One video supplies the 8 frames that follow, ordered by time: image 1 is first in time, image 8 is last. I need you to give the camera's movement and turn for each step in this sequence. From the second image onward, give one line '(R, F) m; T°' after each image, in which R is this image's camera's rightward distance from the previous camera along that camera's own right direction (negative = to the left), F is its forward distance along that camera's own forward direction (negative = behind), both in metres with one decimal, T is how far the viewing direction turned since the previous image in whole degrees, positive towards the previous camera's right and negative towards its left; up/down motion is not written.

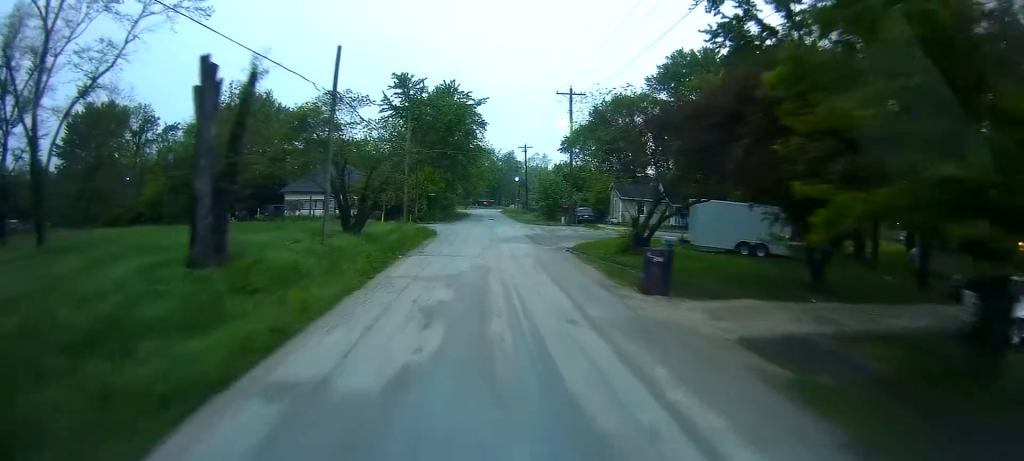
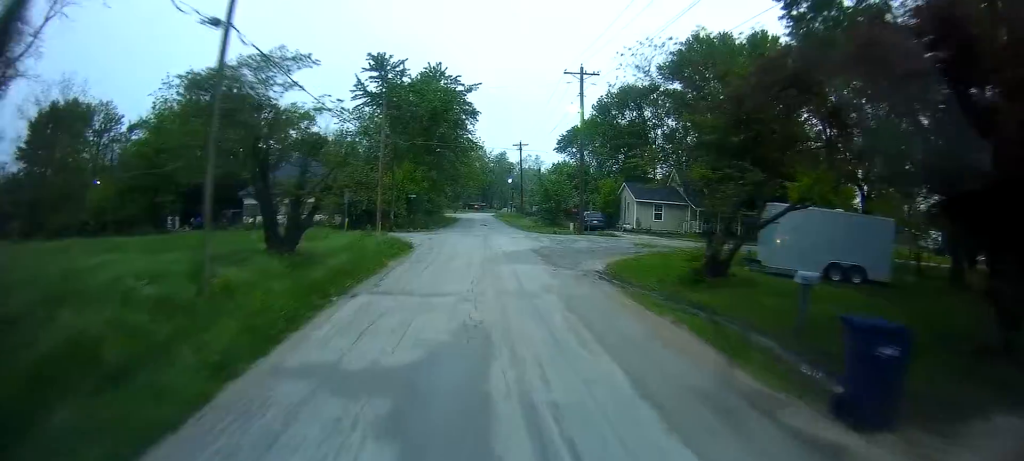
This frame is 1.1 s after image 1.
(+0.1, +8.8) m; +1°
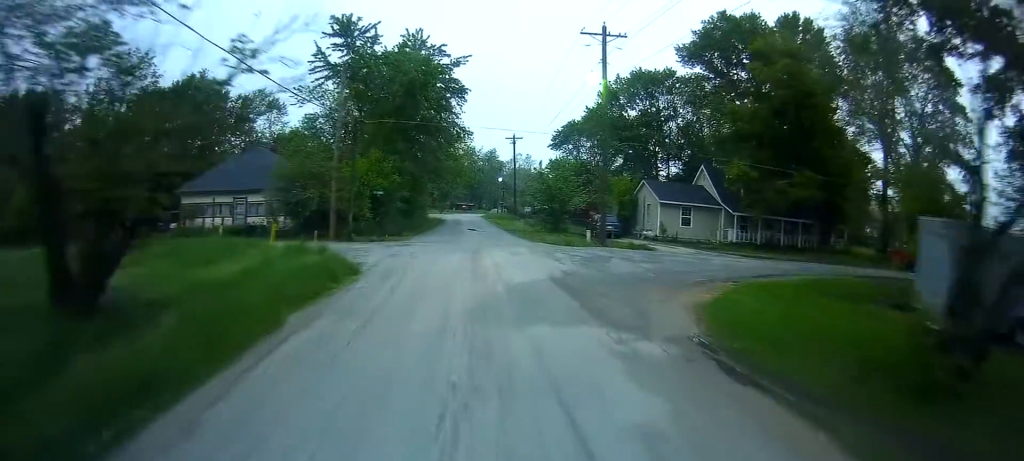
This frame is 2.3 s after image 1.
(+0.2, +10.6) m; +2°
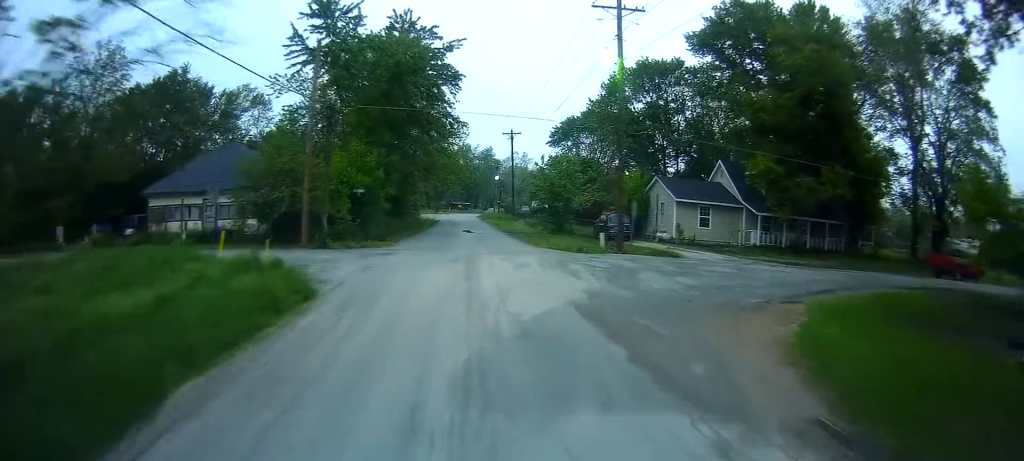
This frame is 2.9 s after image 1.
(0.0, +4.8) m; +1°
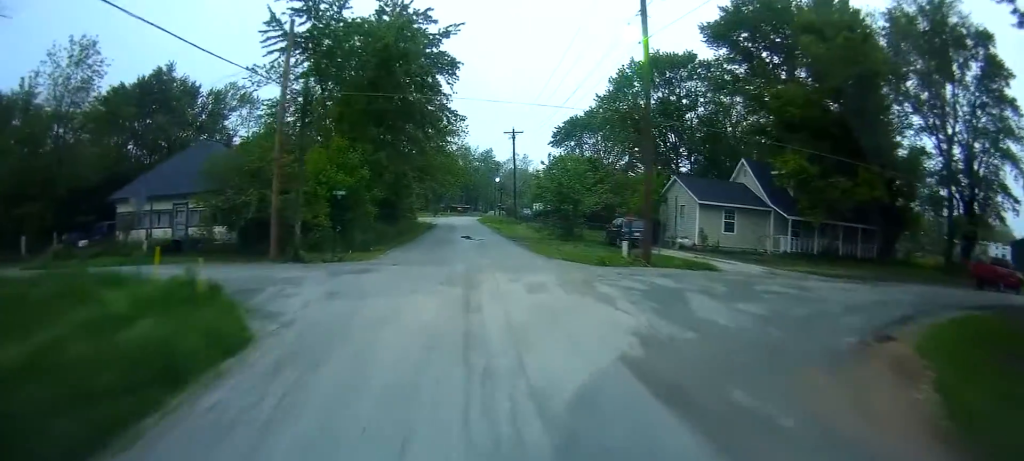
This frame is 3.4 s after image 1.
(0.0, +4.3) m; +1°
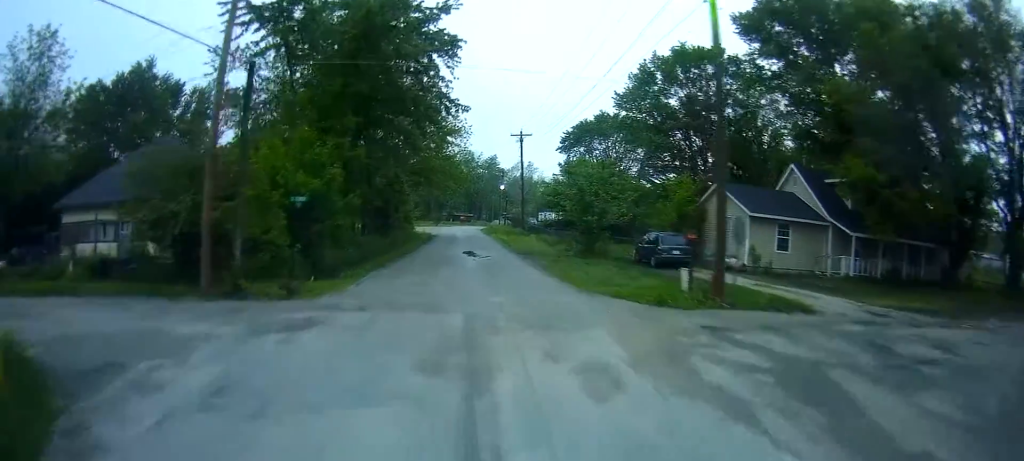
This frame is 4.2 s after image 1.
(+0.2, +6.5) m; 0°
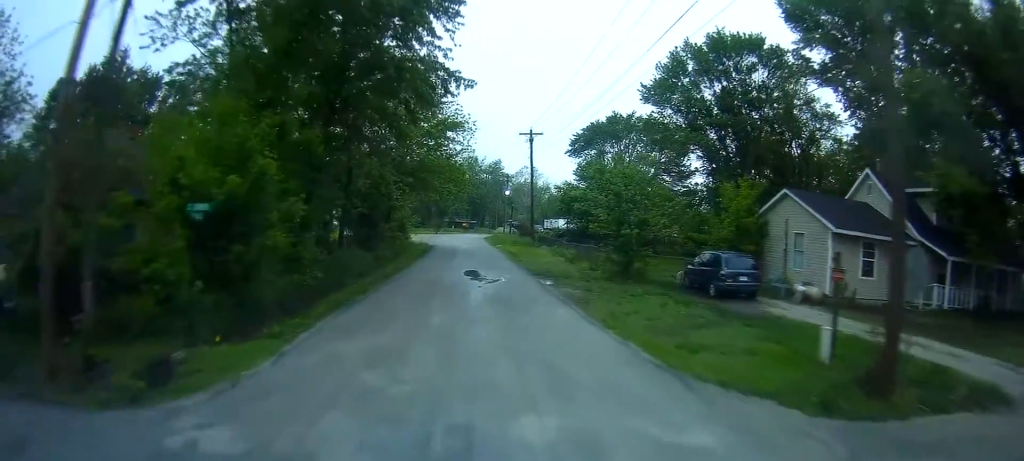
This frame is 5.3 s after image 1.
(-0.2, +8.0) m; -2°
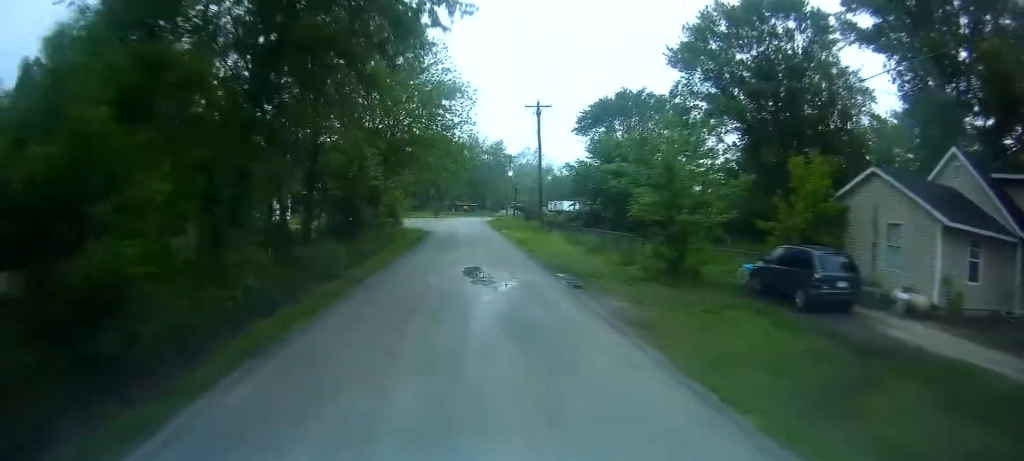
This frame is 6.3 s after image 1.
(0.0, +7.0) m; -2°
